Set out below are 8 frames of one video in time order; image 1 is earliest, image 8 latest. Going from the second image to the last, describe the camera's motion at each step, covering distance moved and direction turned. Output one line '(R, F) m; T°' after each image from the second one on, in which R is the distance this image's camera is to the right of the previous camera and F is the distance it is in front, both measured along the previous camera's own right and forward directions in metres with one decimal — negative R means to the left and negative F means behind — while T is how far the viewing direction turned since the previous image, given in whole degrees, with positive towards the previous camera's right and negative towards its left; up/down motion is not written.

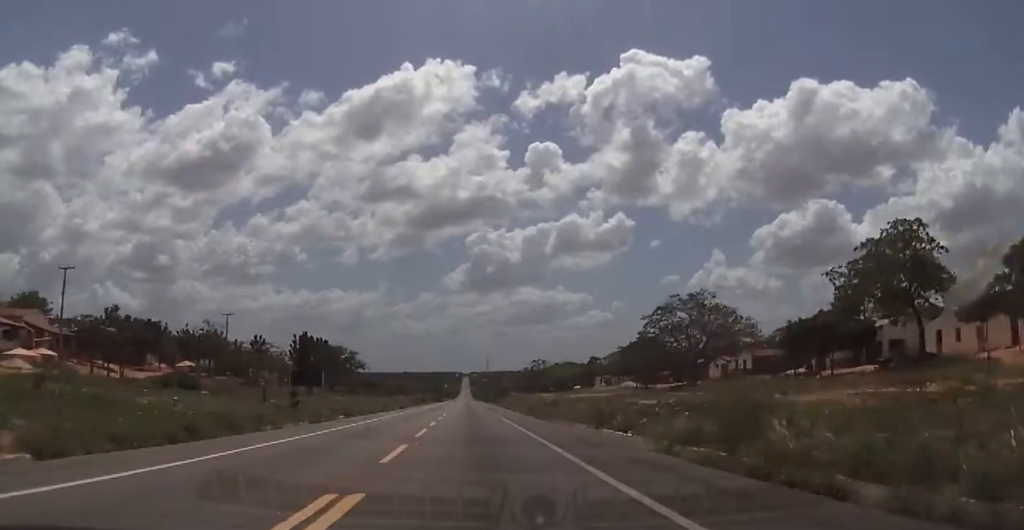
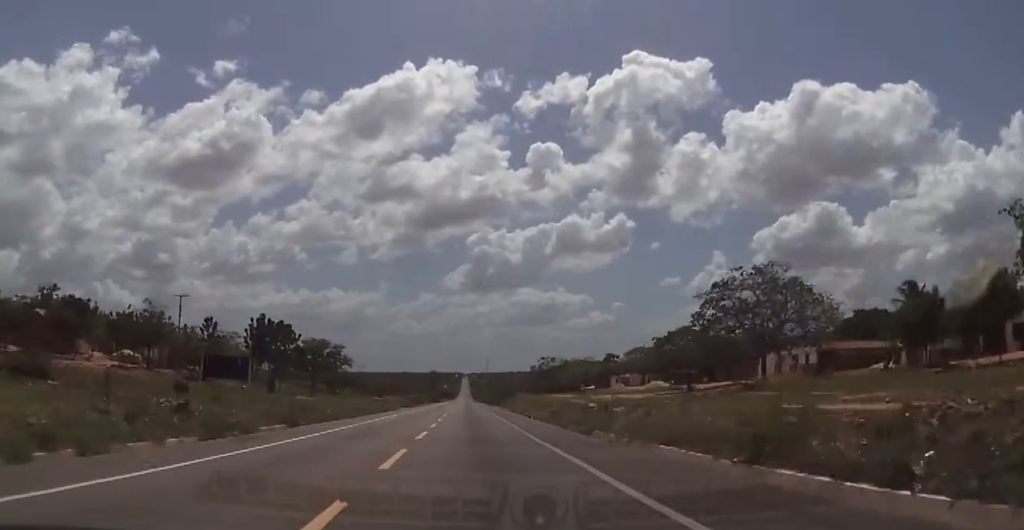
(+0.4, +16.5) m; 0°
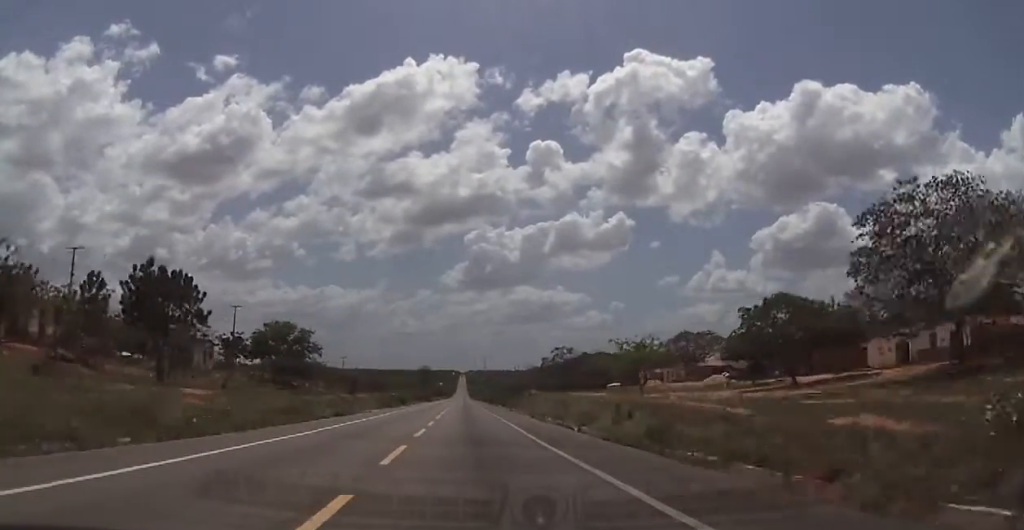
(+0.1, +23.4) m; 0°
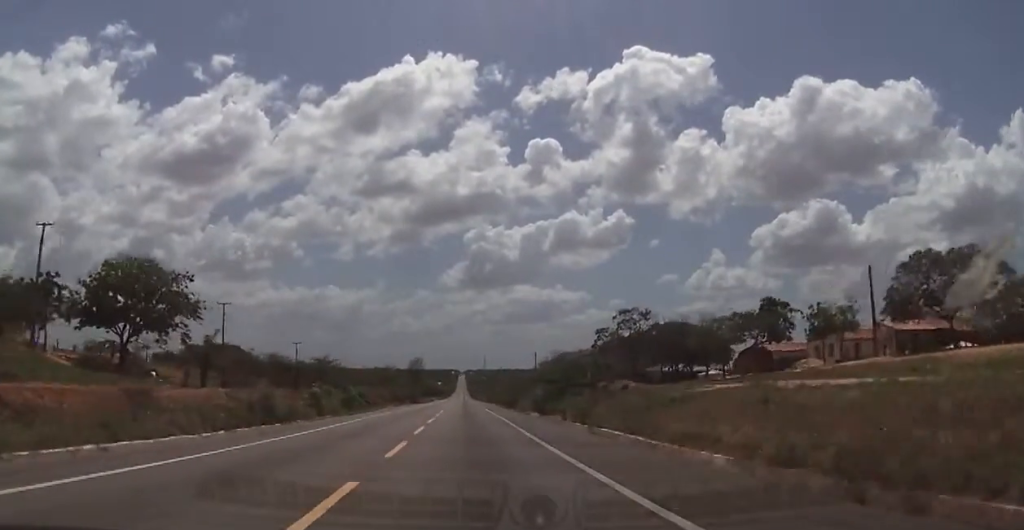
(-0.1, +45.6) m; 0°
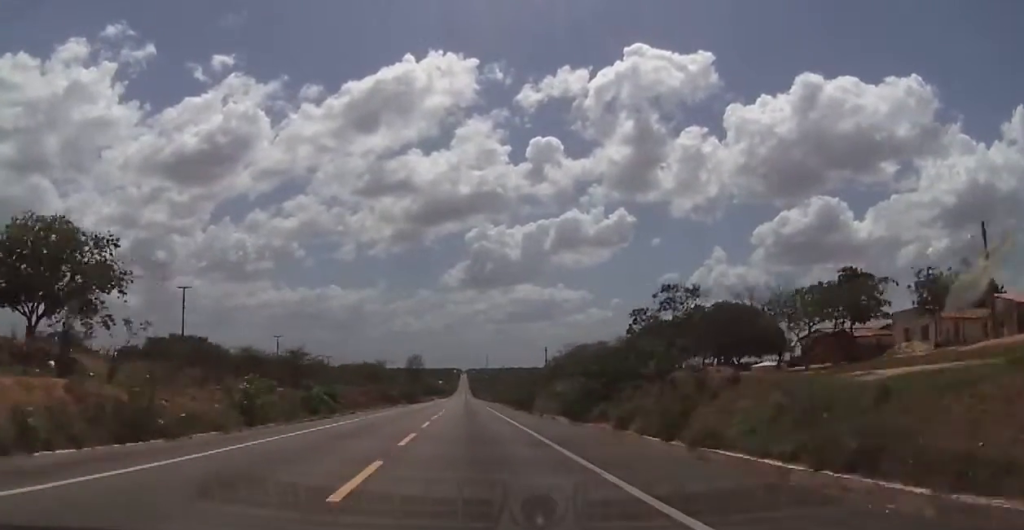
(0.0, +13.4) m; 0°
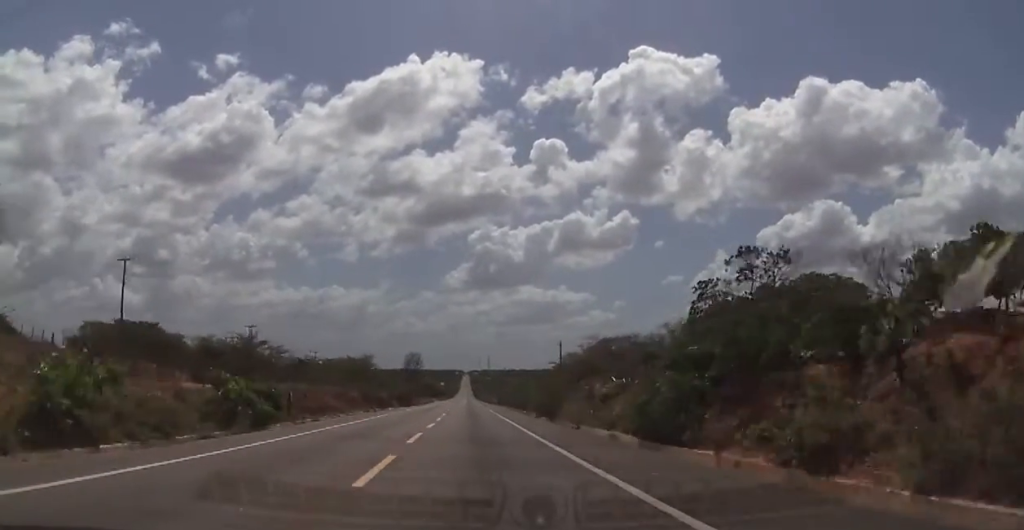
(0.0, +13.6) m; 0°
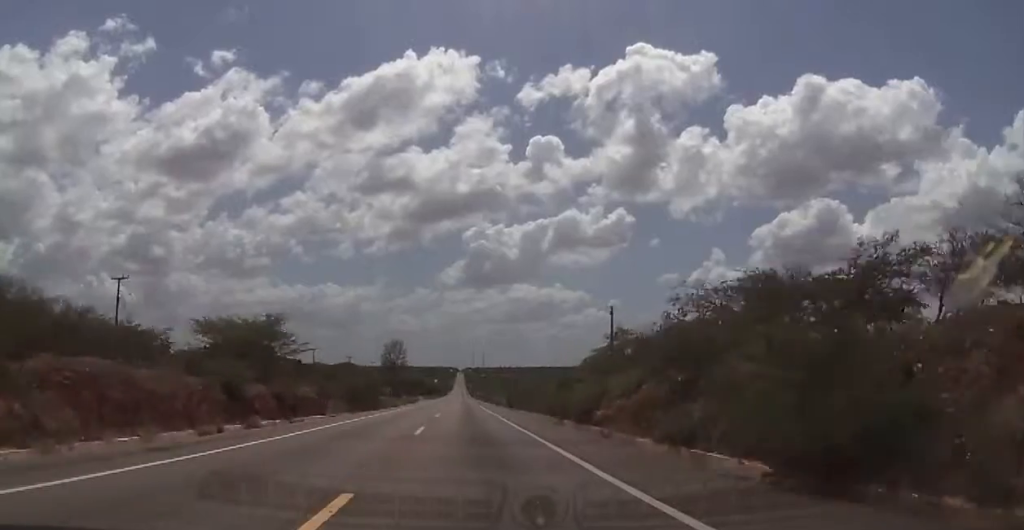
(-0.3, +37.1) m; -1°
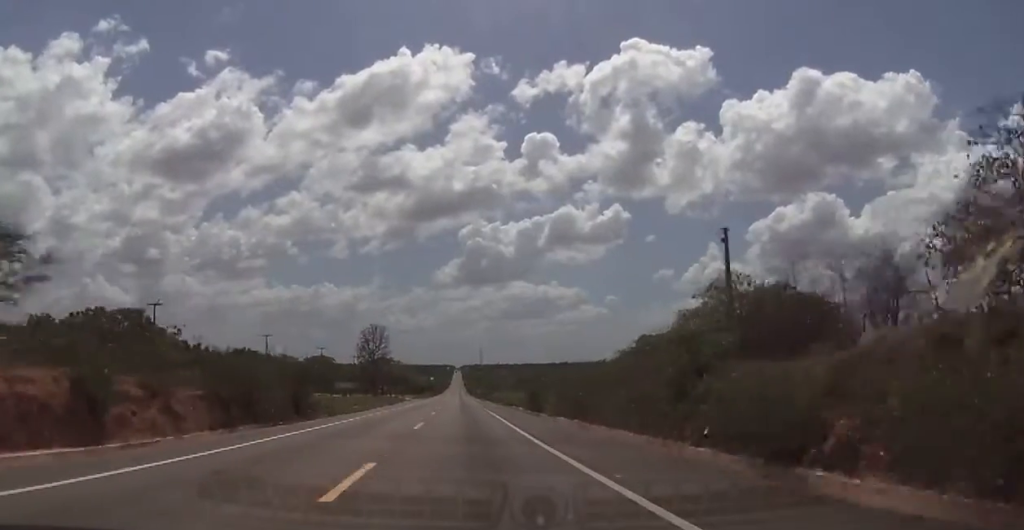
(-0.1, +28.7) m; +1°
